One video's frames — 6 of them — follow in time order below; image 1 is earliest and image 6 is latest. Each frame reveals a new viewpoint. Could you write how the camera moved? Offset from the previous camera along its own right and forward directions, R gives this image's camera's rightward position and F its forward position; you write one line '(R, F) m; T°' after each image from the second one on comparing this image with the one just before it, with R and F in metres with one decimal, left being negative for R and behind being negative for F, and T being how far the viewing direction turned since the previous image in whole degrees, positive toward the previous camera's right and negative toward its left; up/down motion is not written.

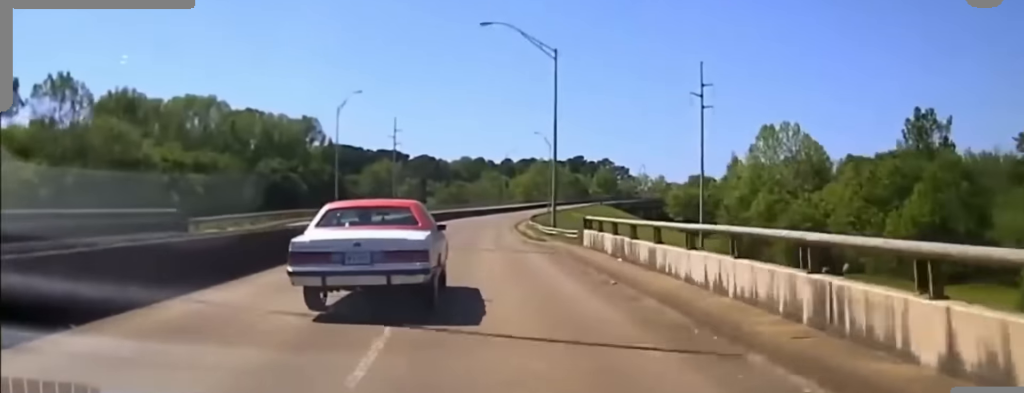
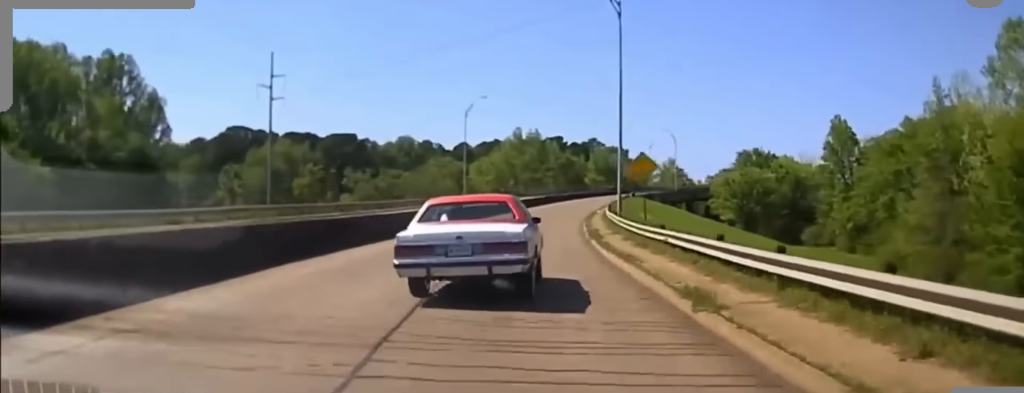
(+0.8, +92.5) m; +2°
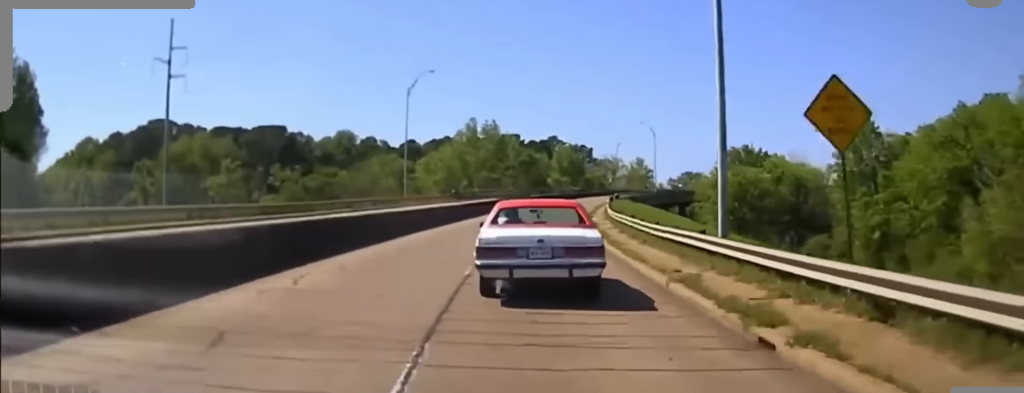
(+0.1, +19.5) m; +2°
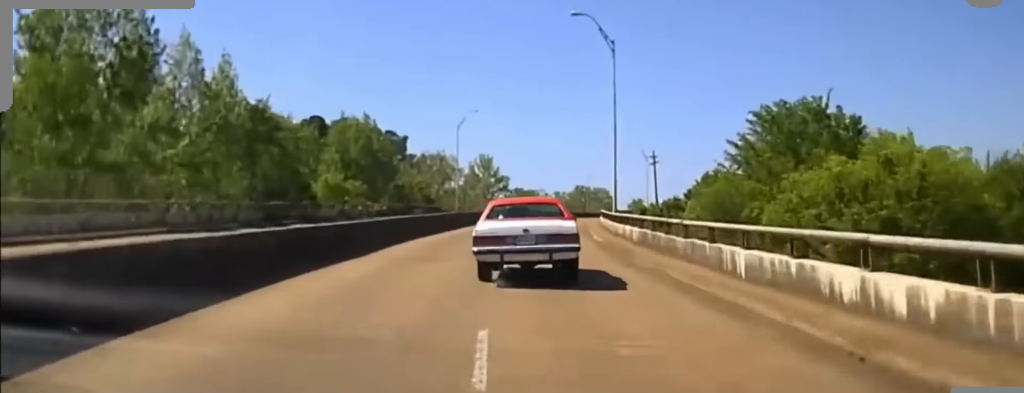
(+7.2, +80.0) m; +11°
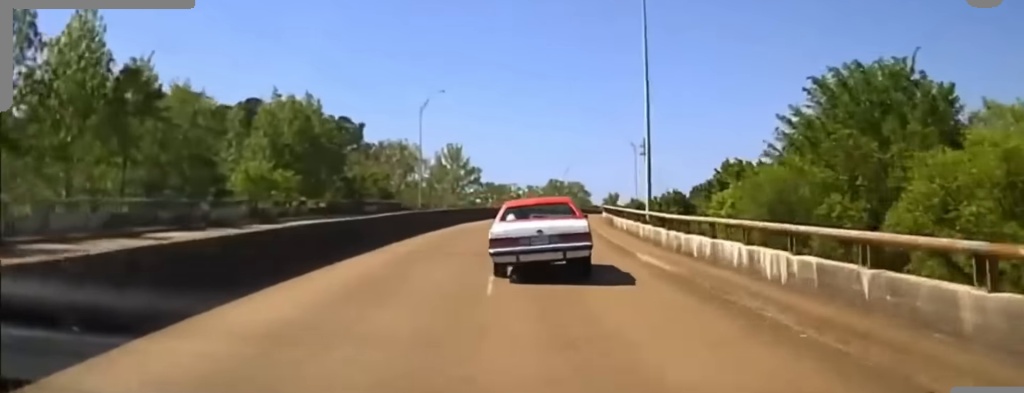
(+0.2, +16.7) m; +2°
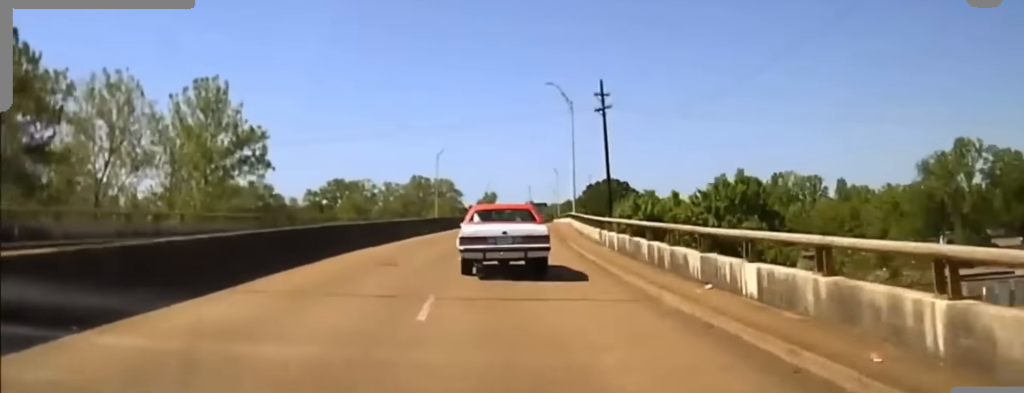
(+6.0, +69.6) m; +11°
